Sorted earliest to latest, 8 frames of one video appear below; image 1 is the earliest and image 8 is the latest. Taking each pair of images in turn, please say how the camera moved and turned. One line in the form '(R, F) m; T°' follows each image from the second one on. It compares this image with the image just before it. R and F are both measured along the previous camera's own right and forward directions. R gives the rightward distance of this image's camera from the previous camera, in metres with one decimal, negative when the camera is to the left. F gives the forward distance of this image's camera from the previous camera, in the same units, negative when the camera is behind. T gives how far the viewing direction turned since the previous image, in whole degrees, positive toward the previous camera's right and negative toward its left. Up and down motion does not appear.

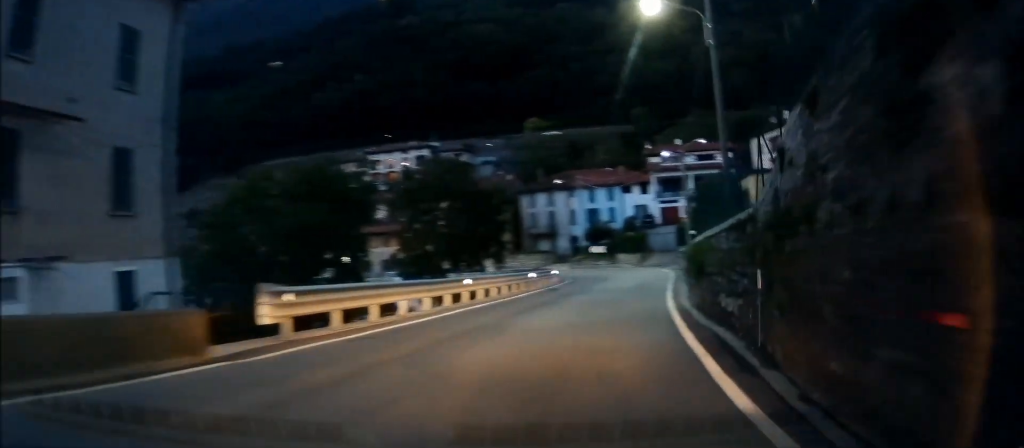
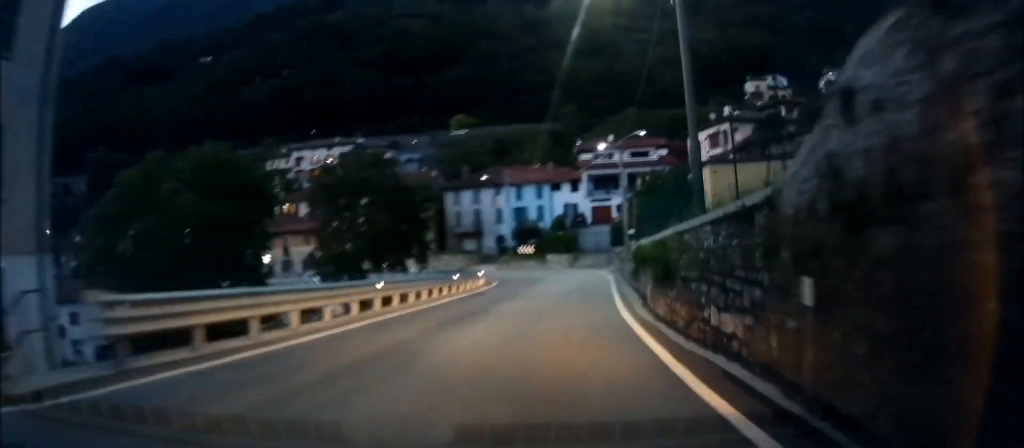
(+0.3, +2.6) m; +6°
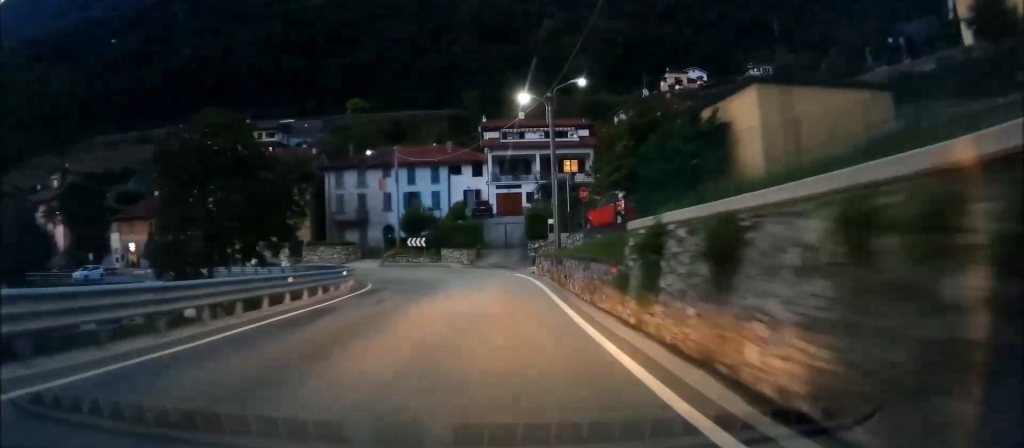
(+1.6, +9.5) m; +12°
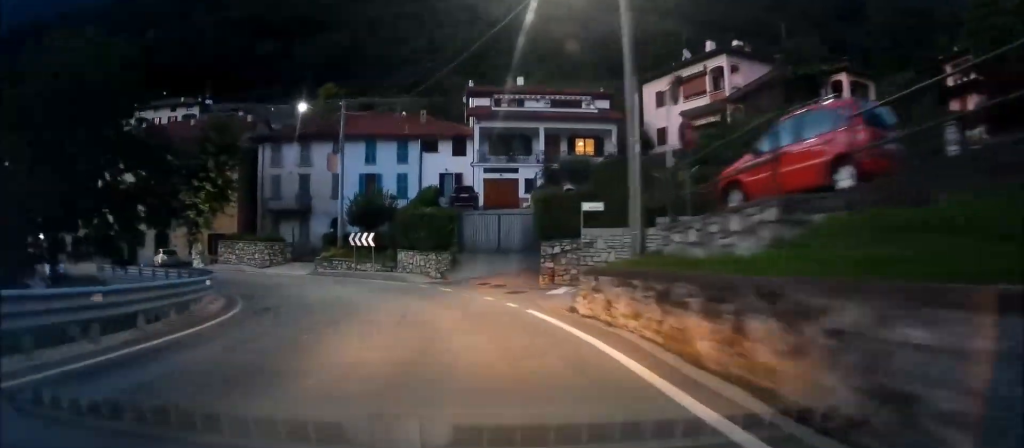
(+0.6, +15.1) m; +6°
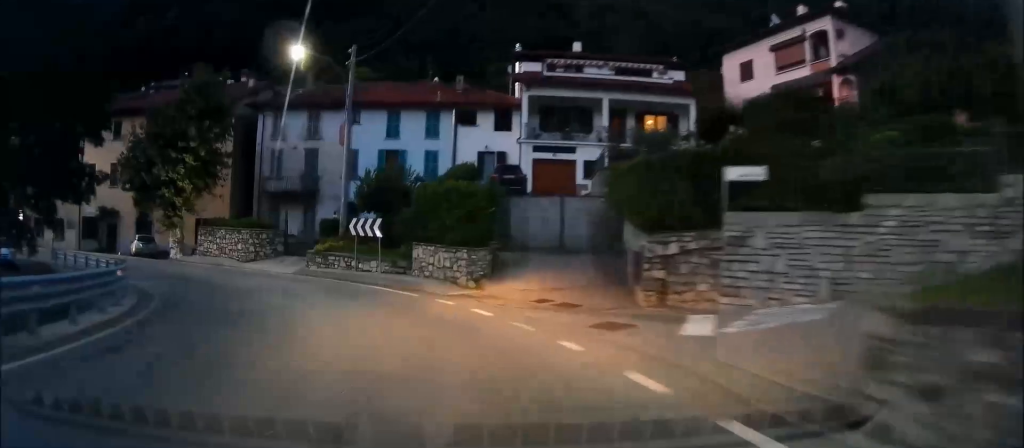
(+0.4, +8.9) m; 0°
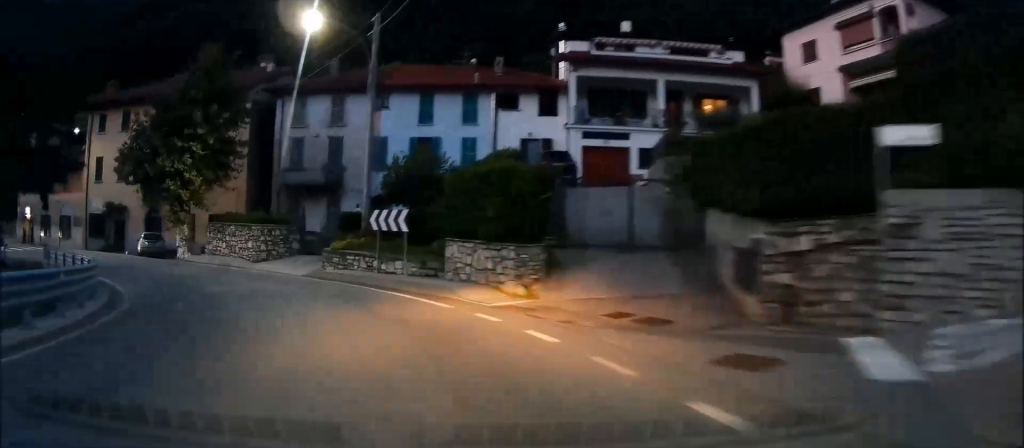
(+0.2, +3.9) m; -3°
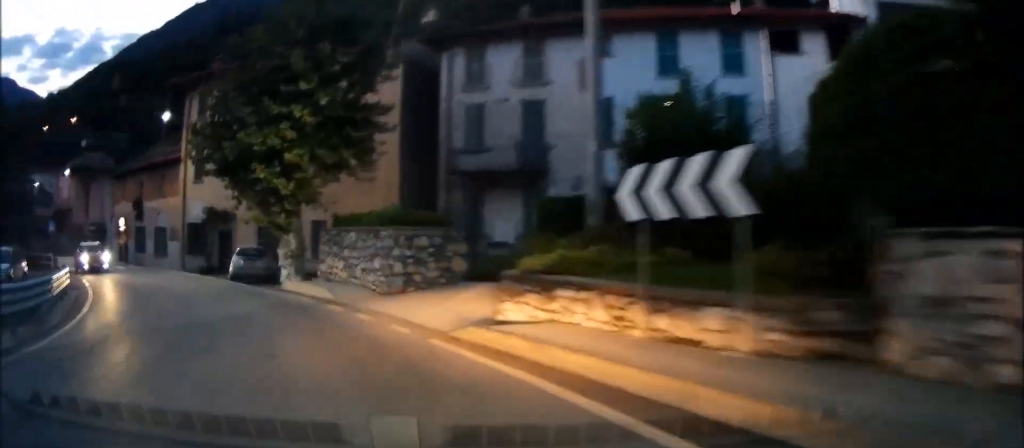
(-1.6, +12.7) m; -17°
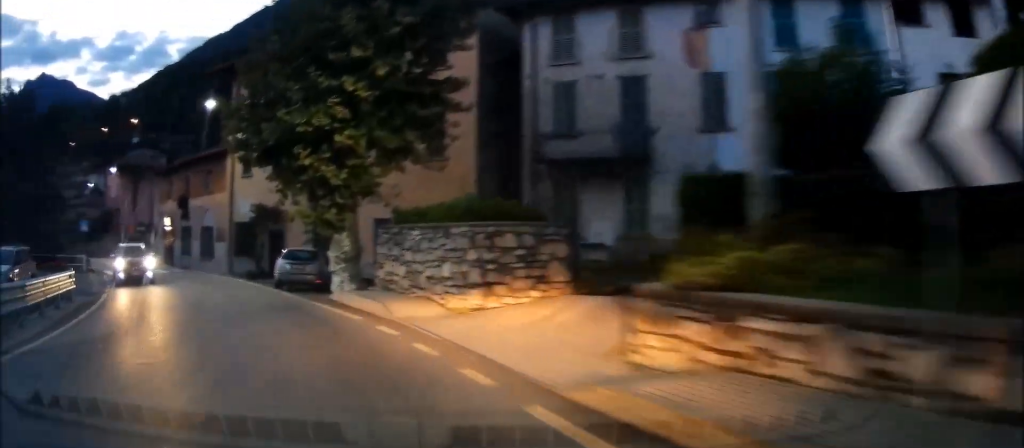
(-0.4, +4.2) m; -4°
